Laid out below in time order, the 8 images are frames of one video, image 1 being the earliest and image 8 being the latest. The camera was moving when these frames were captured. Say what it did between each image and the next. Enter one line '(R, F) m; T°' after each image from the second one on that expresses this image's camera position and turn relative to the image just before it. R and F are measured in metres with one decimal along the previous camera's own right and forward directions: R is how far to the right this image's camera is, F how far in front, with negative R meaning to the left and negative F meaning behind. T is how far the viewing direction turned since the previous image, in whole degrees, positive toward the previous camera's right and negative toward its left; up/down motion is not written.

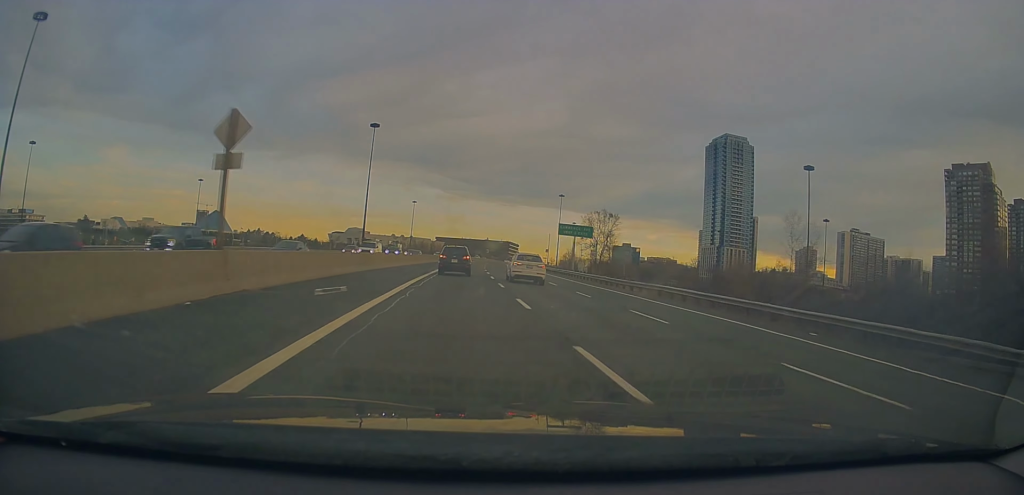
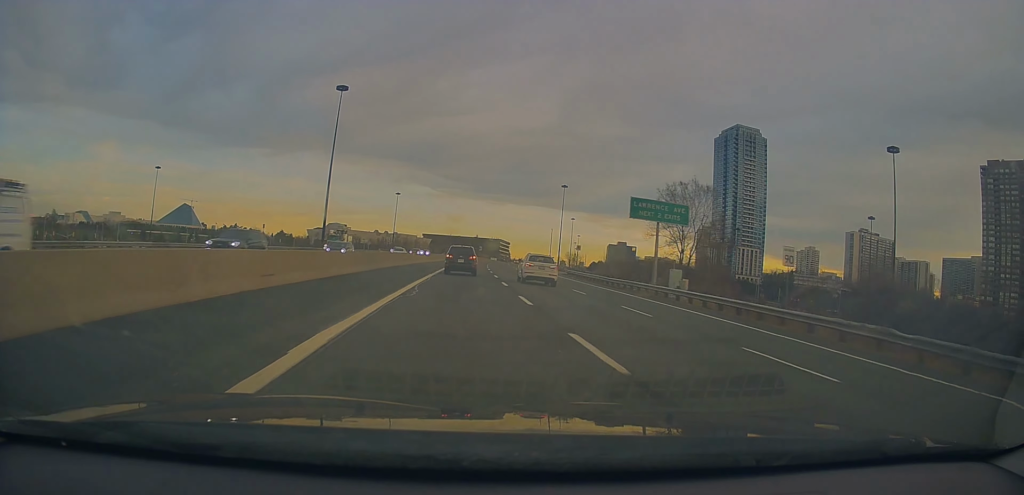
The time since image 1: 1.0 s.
(+0.4, +34.1) m; +1°
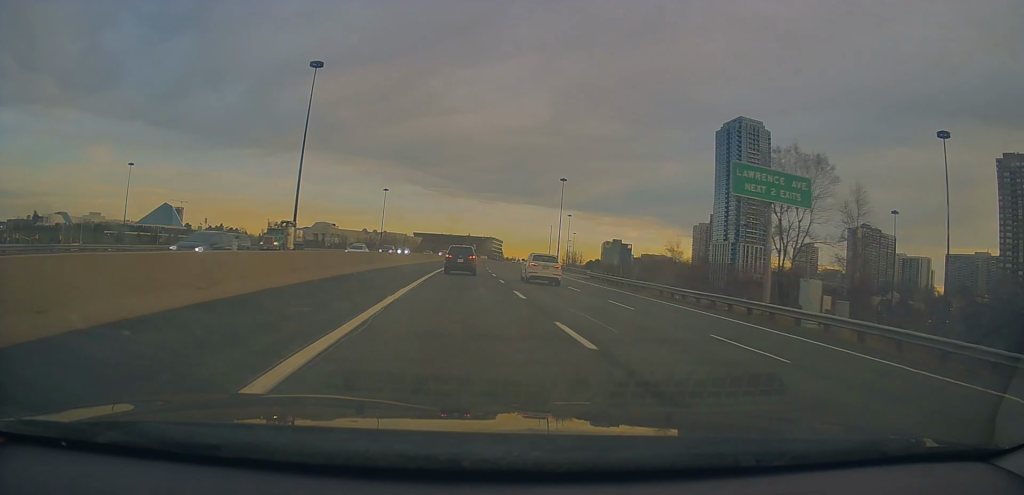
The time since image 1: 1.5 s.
(+0.1, +16.4) m; +1°
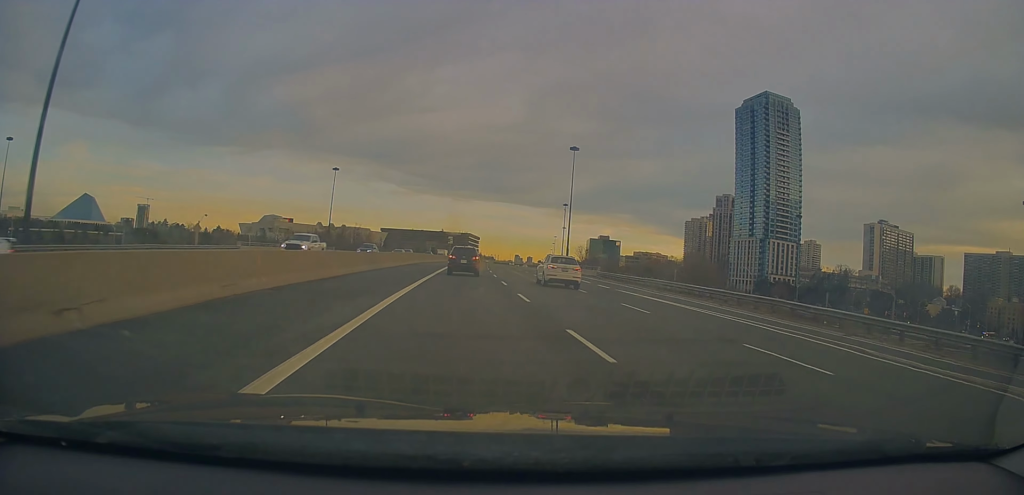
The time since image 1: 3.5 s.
(+1.4, +64.4) m; +2°
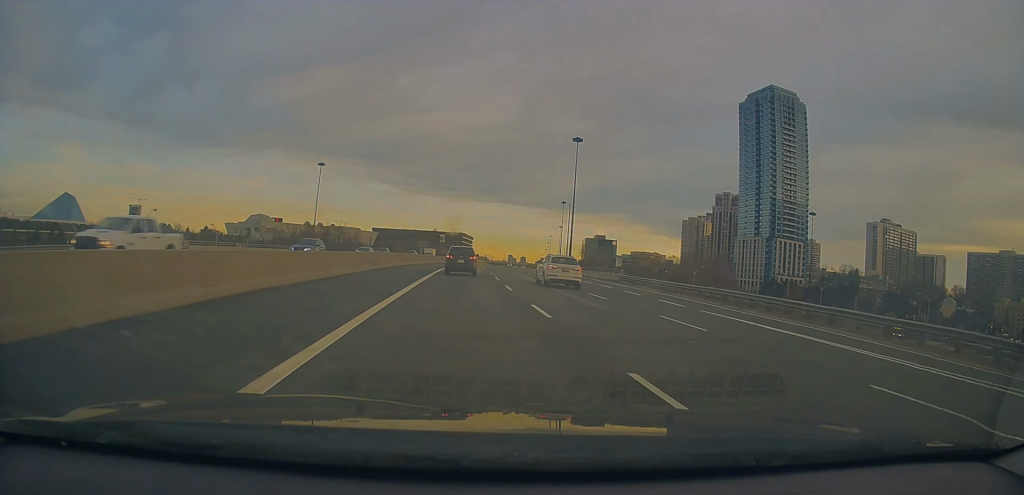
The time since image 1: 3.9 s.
(0.0, +13.2) m; +1°
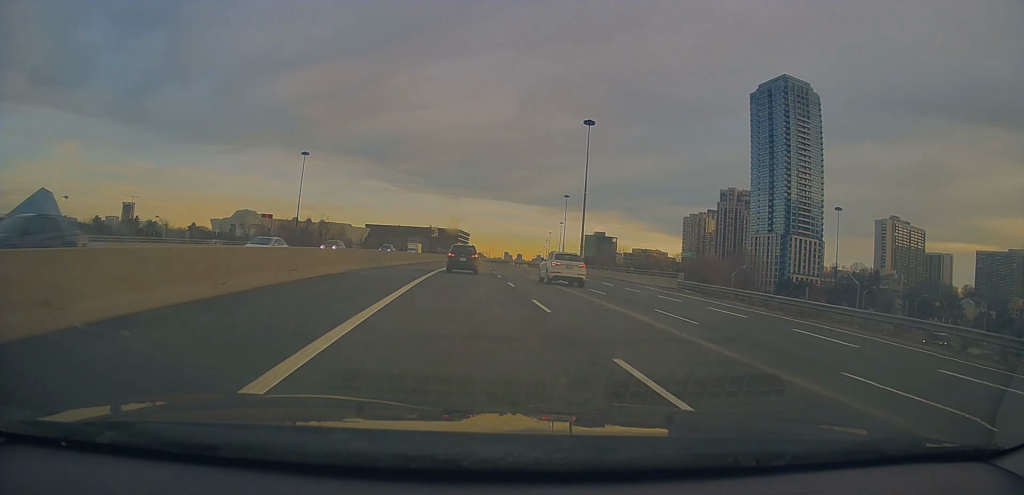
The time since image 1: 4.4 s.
(-0.2, +17.5) m; +1°
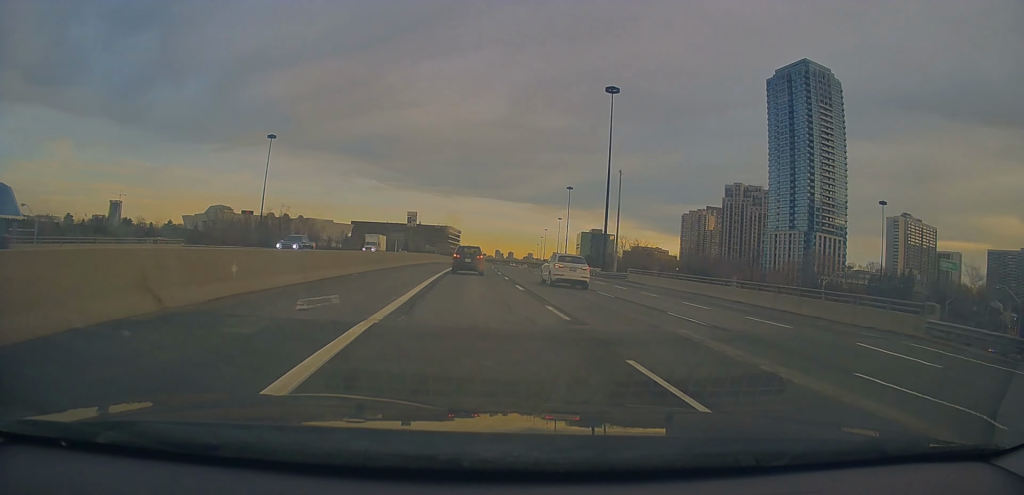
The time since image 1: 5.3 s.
(+0.6, +27.2) m; +2°
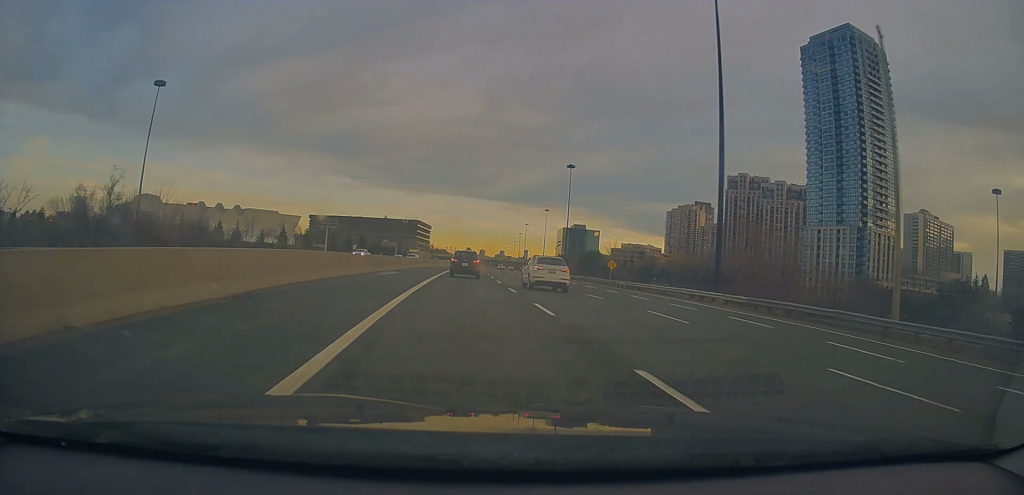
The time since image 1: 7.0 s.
(+1.7, +54.9) m; +3°
